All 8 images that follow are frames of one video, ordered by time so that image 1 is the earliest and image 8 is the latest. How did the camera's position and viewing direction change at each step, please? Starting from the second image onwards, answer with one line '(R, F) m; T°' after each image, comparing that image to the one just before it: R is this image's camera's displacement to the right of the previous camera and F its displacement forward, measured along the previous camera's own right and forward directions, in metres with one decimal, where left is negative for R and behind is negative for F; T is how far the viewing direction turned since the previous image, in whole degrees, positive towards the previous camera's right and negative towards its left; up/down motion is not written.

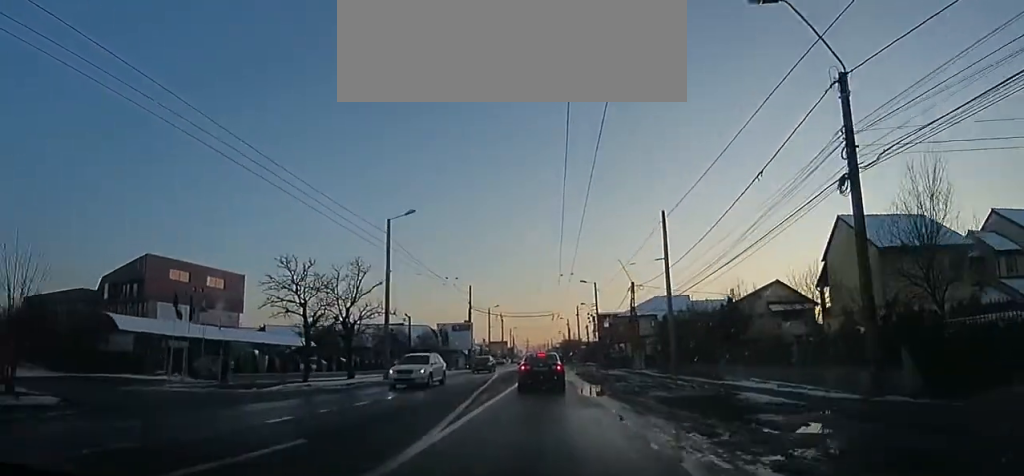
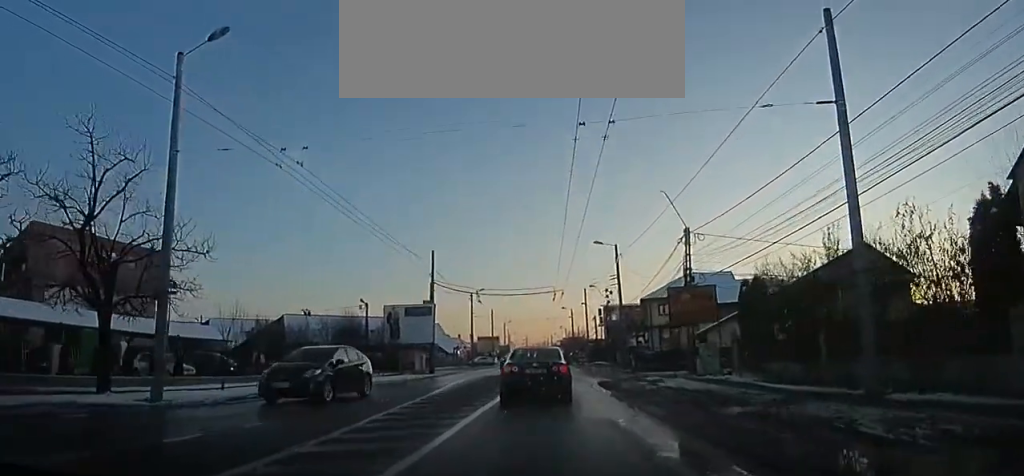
(+0.2, +18.2) m; 0°
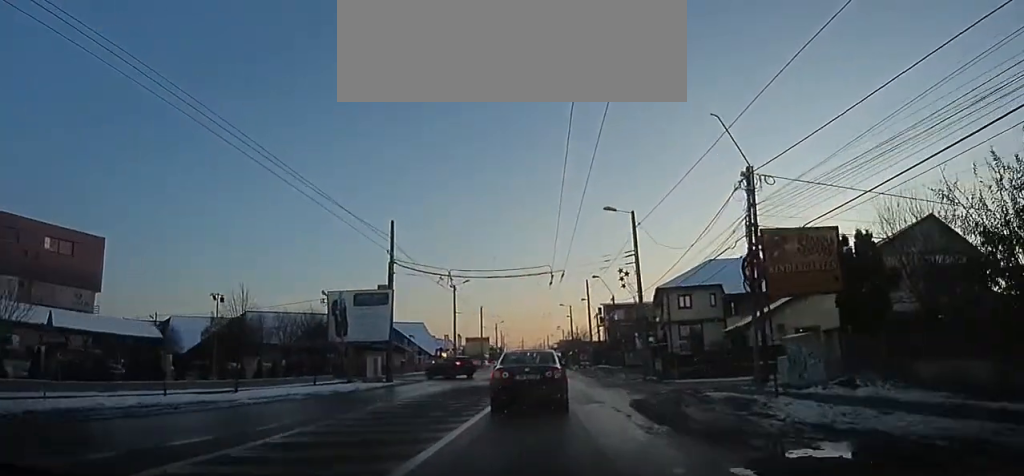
(0.0, +11.5) m; -1°
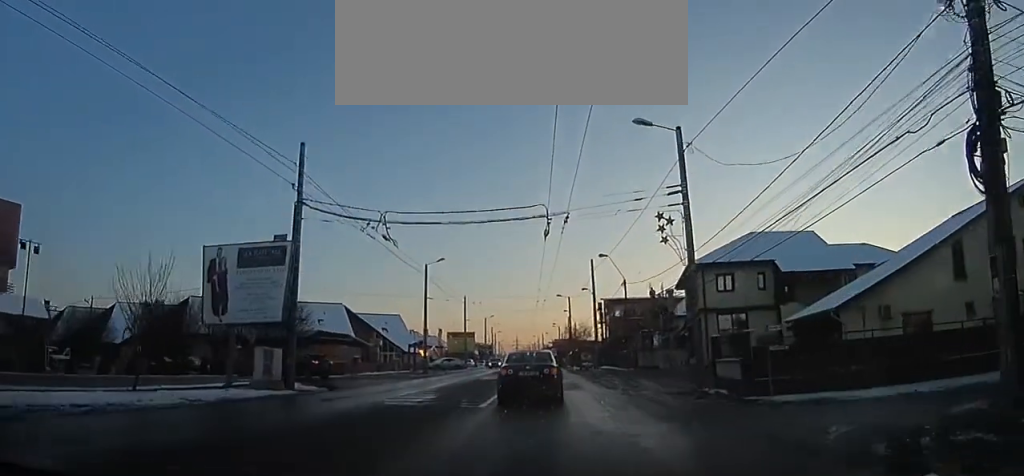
(-0.3, +14.0) m; -2°
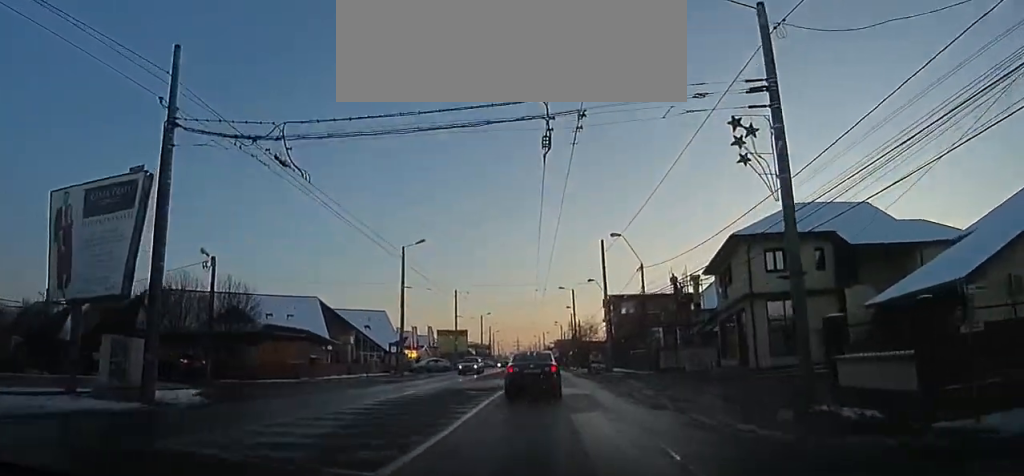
(0.0, +9.0) m; 0°
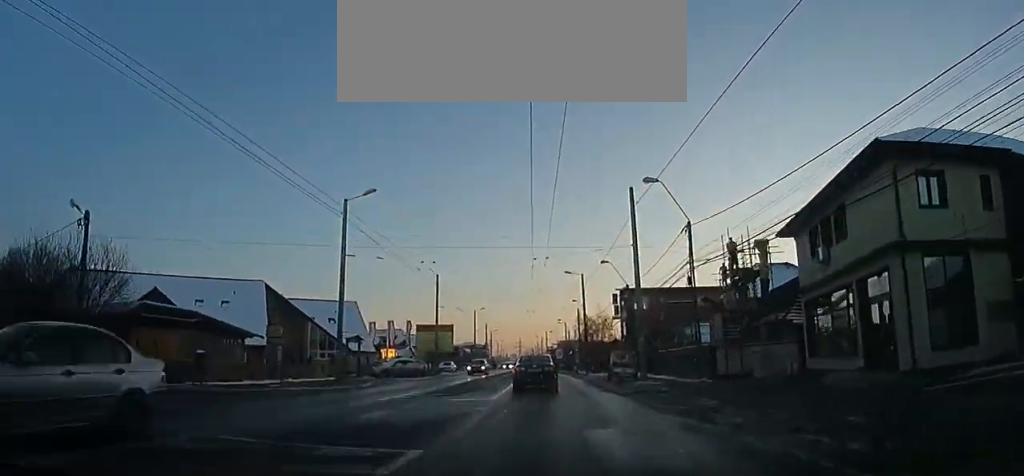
(0.0, +13.2) m; 0°
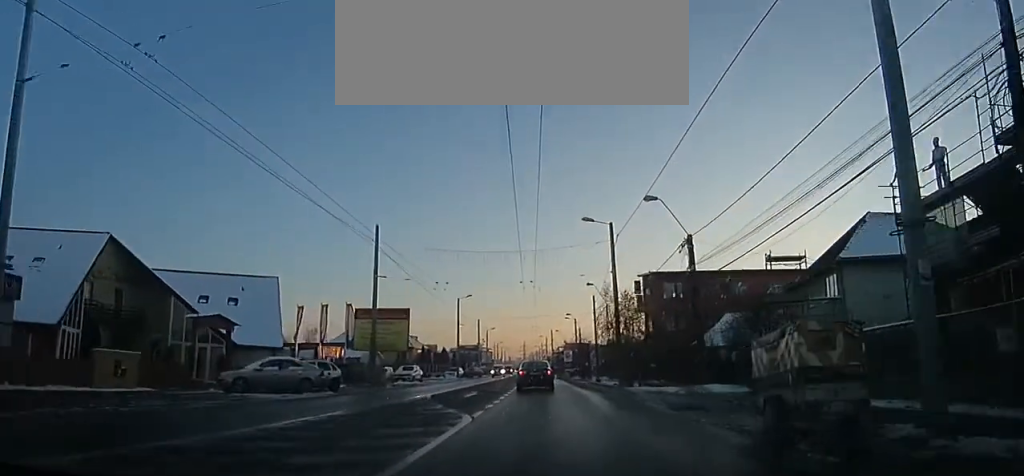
(0.0, +19.2) m; 0°
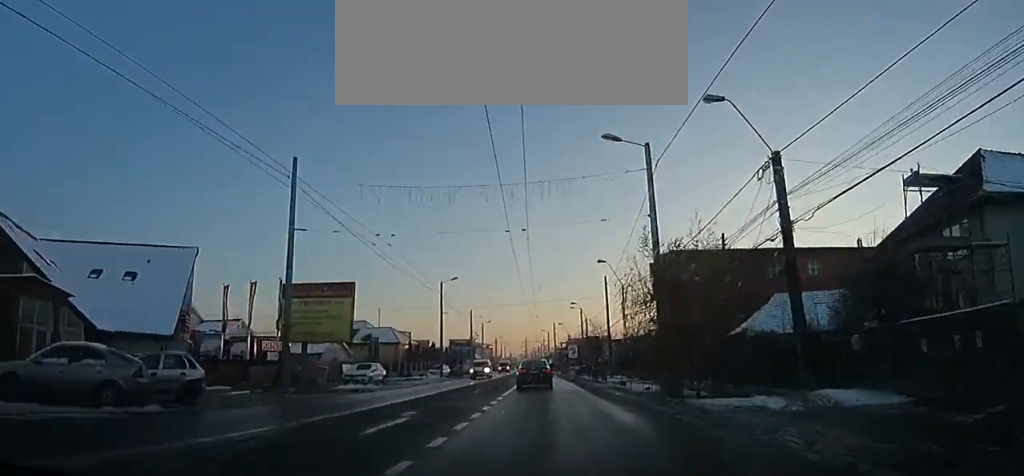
(+0.1, +10.3) m; 0°
